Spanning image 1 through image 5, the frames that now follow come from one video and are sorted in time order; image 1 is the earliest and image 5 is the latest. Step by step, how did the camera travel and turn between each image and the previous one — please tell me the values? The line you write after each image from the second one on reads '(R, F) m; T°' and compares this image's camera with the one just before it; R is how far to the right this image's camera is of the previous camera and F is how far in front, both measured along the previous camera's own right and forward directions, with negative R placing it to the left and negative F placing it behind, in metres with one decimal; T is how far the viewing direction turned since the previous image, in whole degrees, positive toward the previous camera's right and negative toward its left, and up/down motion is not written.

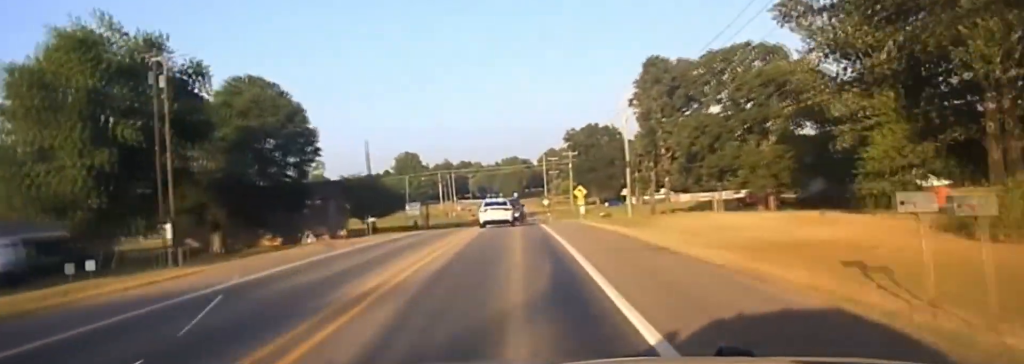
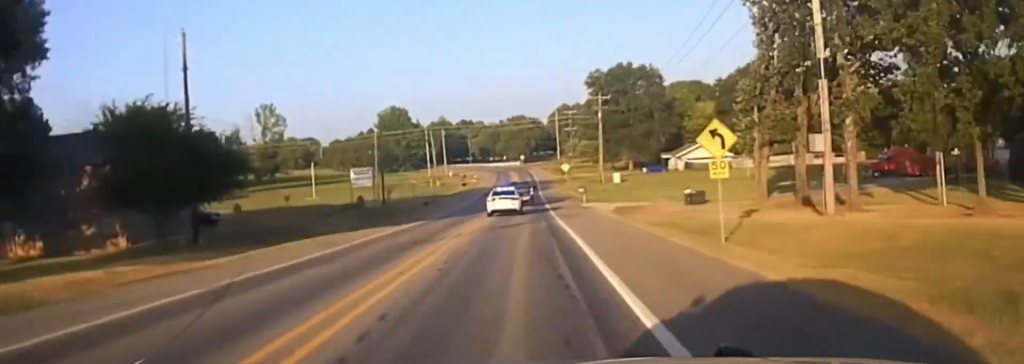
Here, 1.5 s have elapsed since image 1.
(-0.2, +51.1) m; 0°
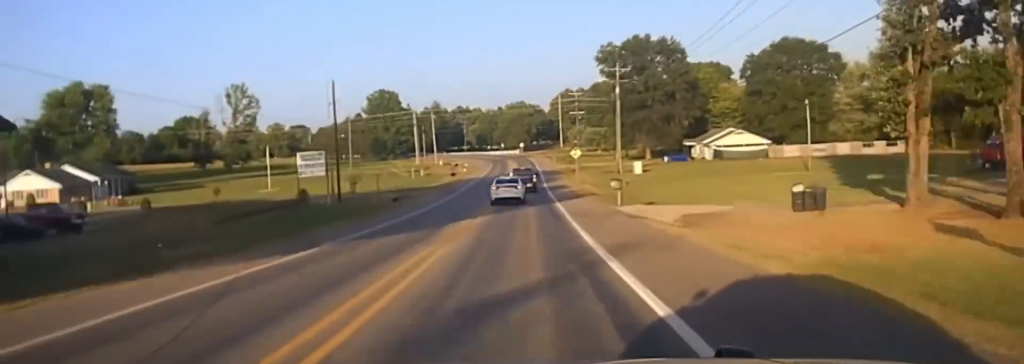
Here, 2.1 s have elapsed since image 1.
(-0.1, +26.1) m; 0°
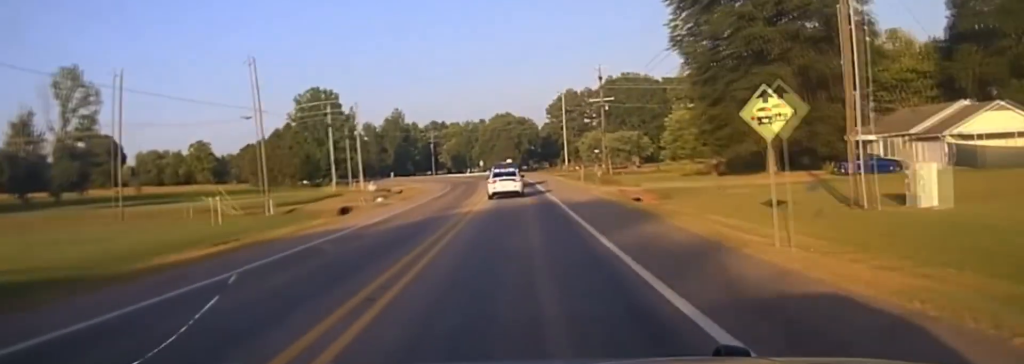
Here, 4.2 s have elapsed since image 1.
(-0.4, +86.2) m; 0°
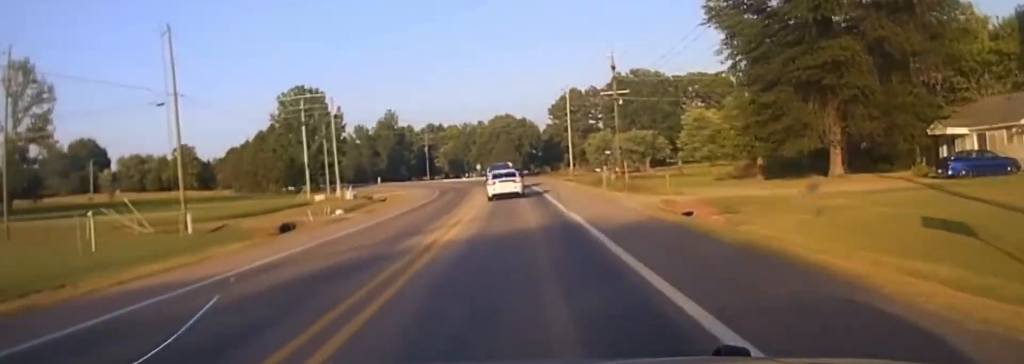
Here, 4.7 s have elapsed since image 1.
(+0.2, +15.9) m; 0°
